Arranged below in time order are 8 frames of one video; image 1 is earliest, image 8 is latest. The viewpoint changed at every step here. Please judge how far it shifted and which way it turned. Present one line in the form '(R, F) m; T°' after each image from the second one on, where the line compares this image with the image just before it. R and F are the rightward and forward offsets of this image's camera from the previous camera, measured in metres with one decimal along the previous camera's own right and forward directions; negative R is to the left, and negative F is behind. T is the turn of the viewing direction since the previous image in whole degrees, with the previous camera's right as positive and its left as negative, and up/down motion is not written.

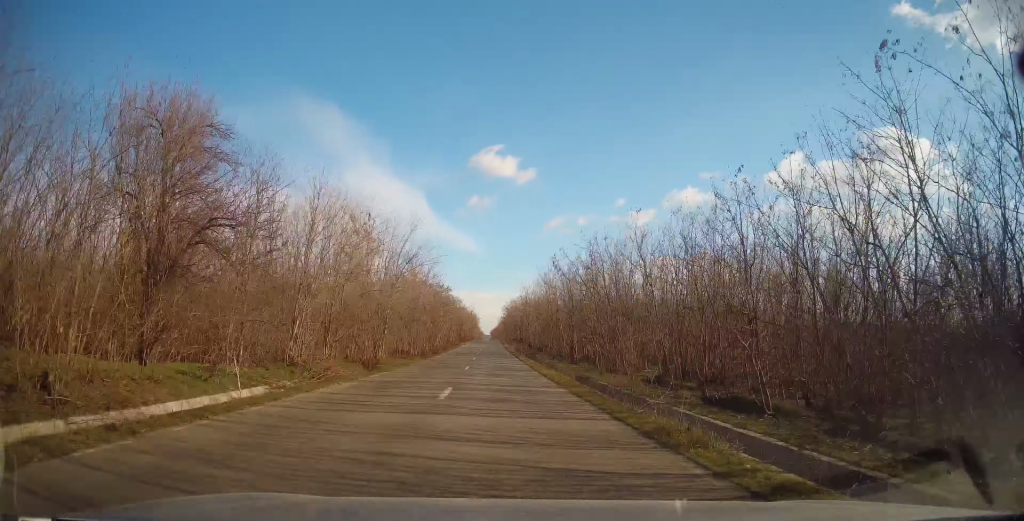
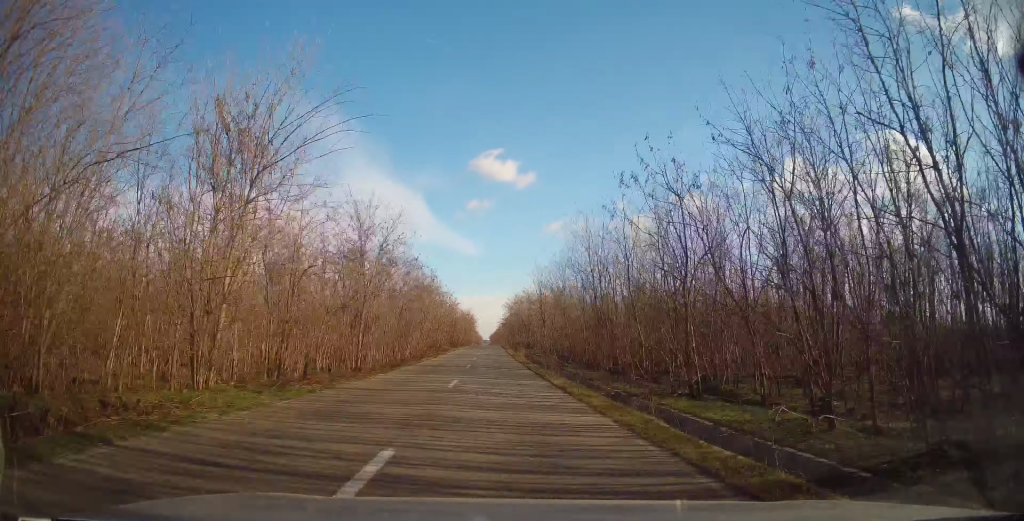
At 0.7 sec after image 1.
(-0.1, +19.7) m; 0°
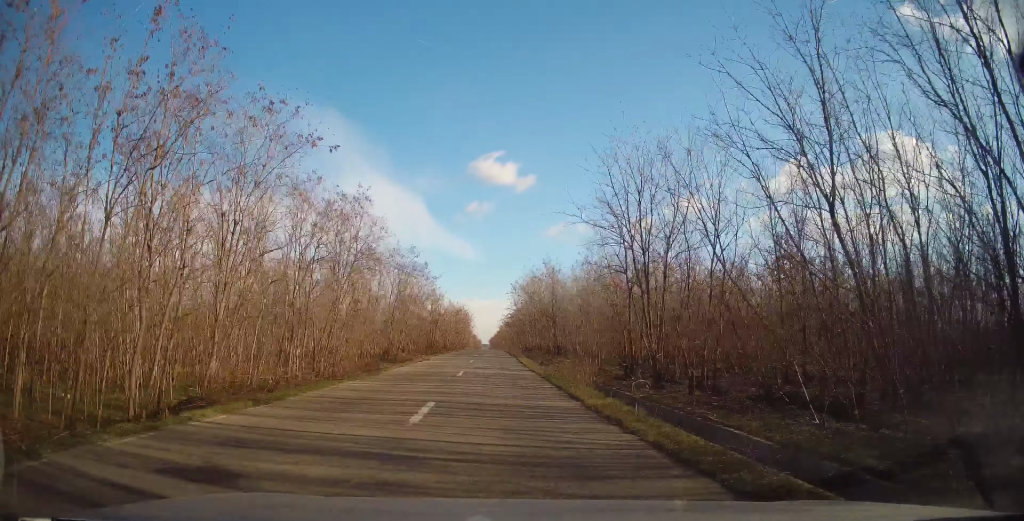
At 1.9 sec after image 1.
(+0.1, +31.1) m; 0°
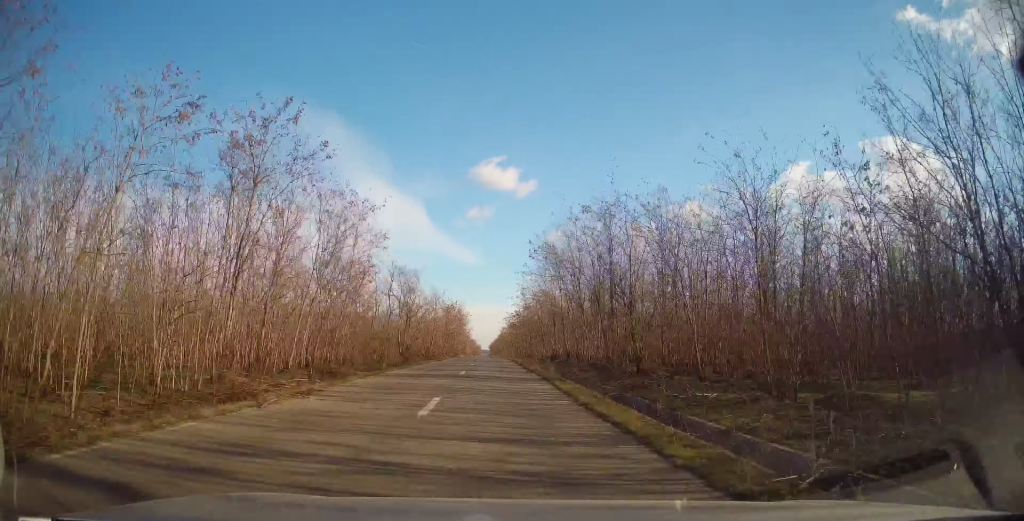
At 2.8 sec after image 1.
(-0.1, +23.1) m; 0°
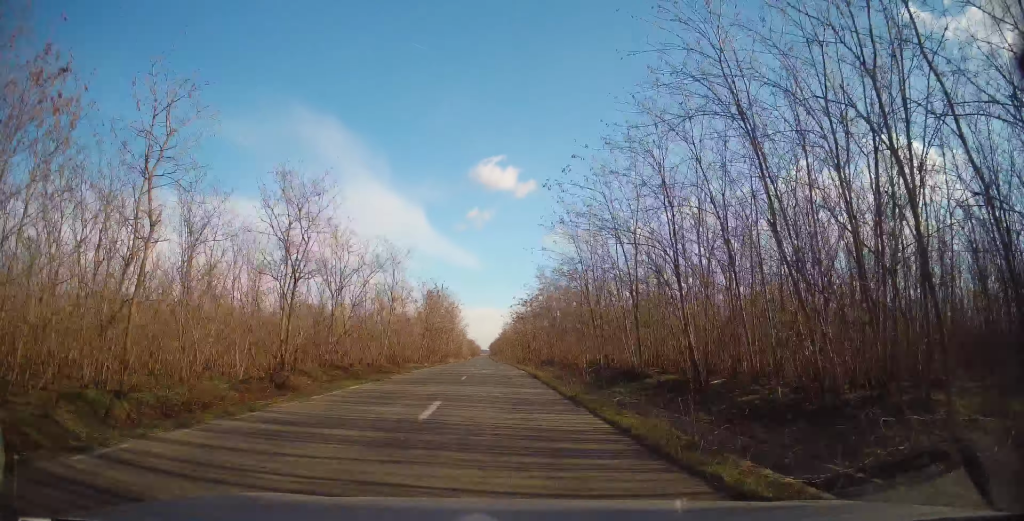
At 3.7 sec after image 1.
(+0.2, +23.1) m; 0°
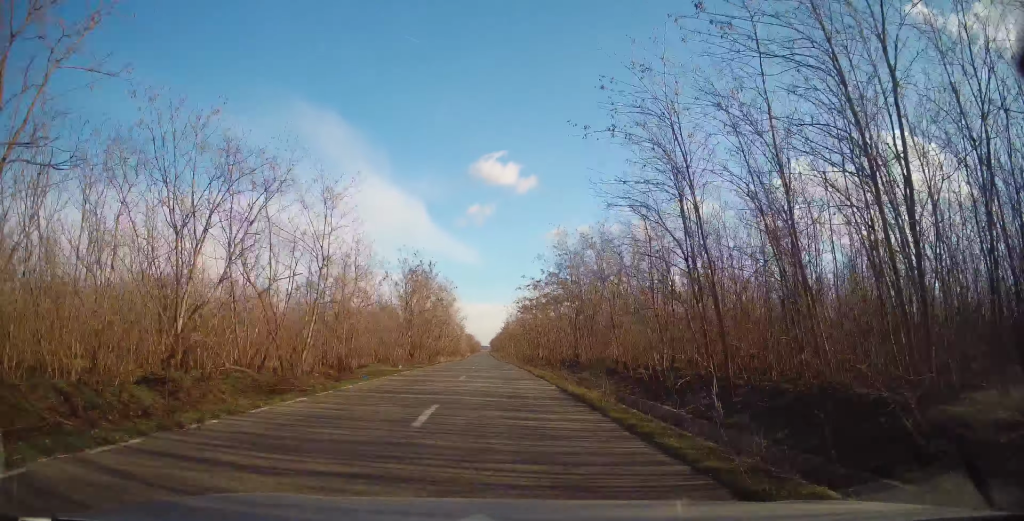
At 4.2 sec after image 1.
(-0.3, +13.6) m; 0°
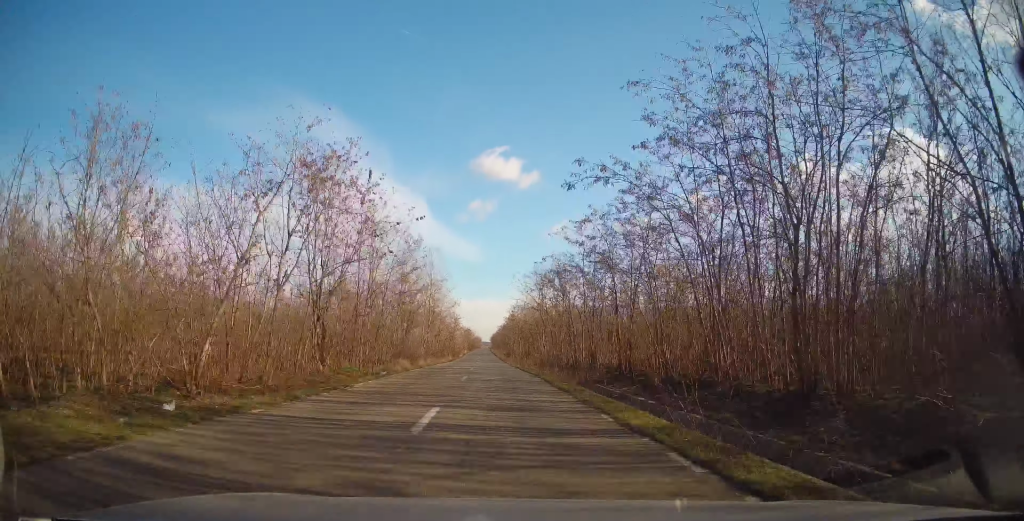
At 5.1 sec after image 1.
(+0.3, +24.4) m; 0°
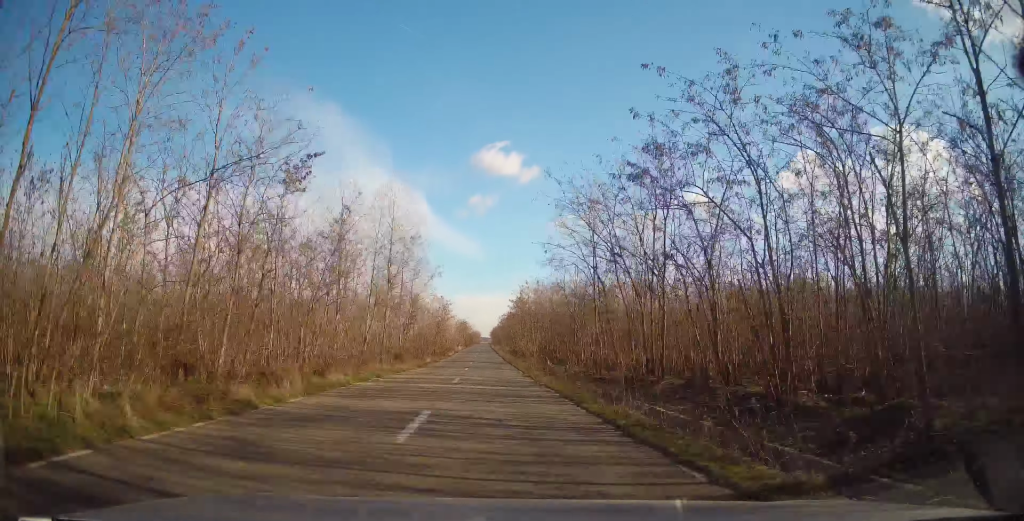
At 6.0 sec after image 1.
(-0.2, +24.1) m; 0°
